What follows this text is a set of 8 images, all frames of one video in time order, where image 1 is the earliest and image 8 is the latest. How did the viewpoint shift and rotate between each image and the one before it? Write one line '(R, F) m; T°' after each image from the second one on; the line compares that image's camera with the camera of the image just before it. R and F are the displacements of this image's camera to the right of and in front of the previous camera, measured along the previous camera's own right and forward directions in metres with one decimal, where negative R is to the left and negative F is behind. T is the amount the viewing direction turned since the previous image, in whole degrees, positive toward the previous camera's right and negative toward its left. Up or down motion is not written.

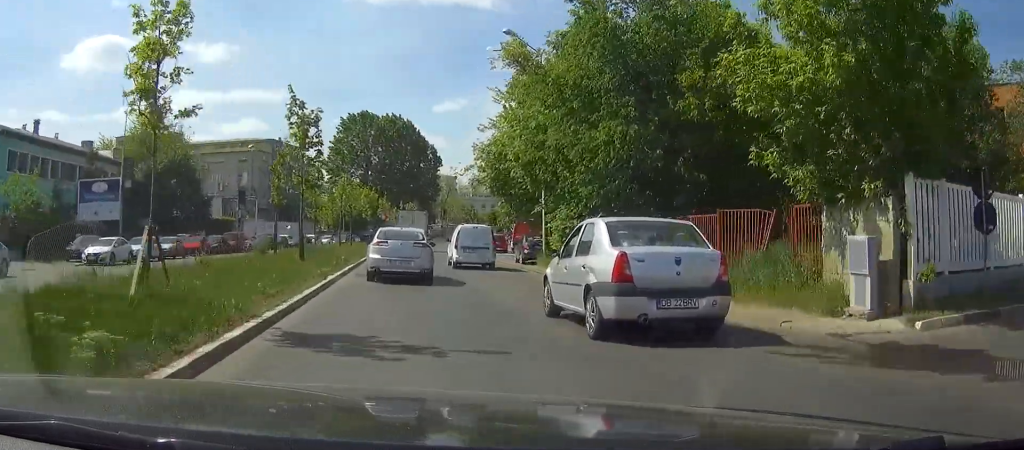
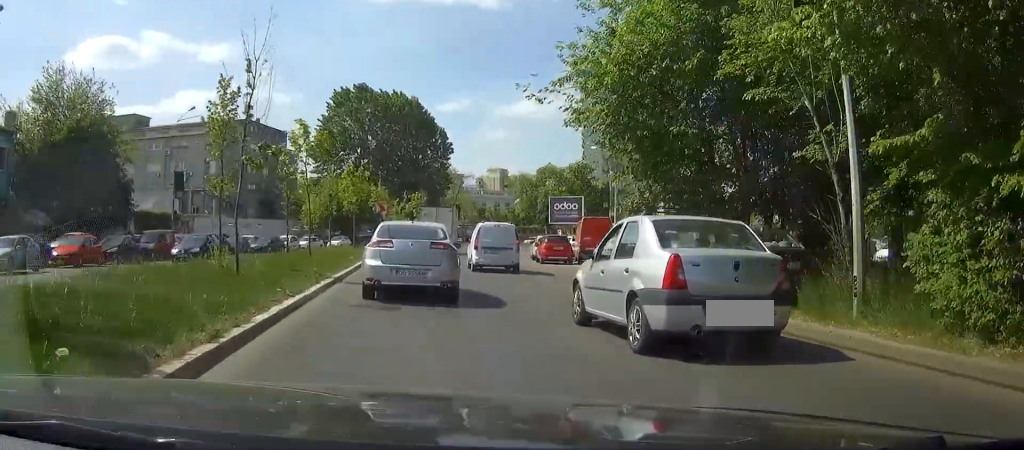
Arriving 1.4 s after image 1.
(0.0, +22.9) m; 0°
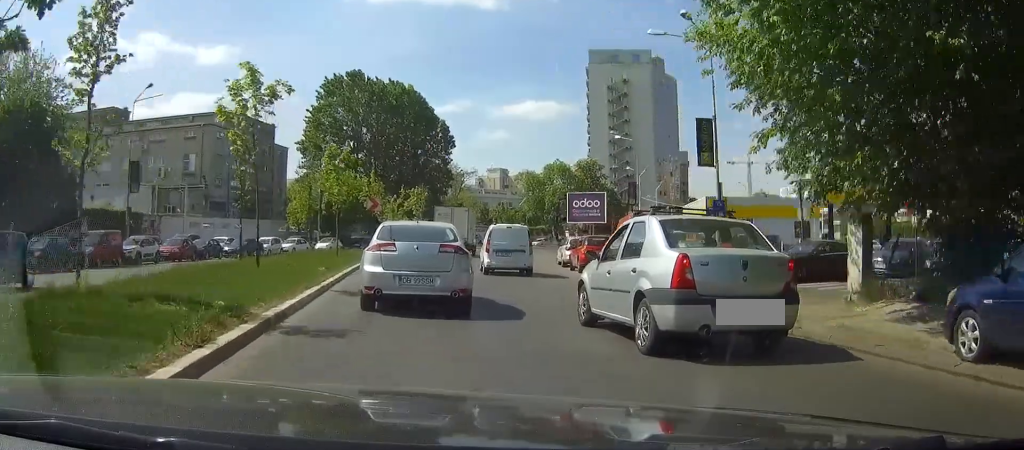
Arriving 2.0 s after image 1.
(0.0, +9.3) m; 0°
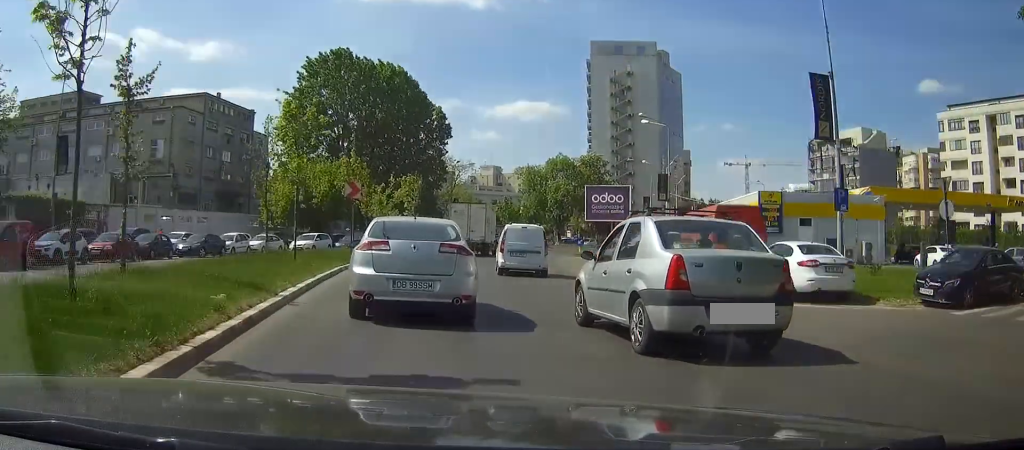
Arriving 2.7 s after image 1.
(0.0, +9.7) m; +1°
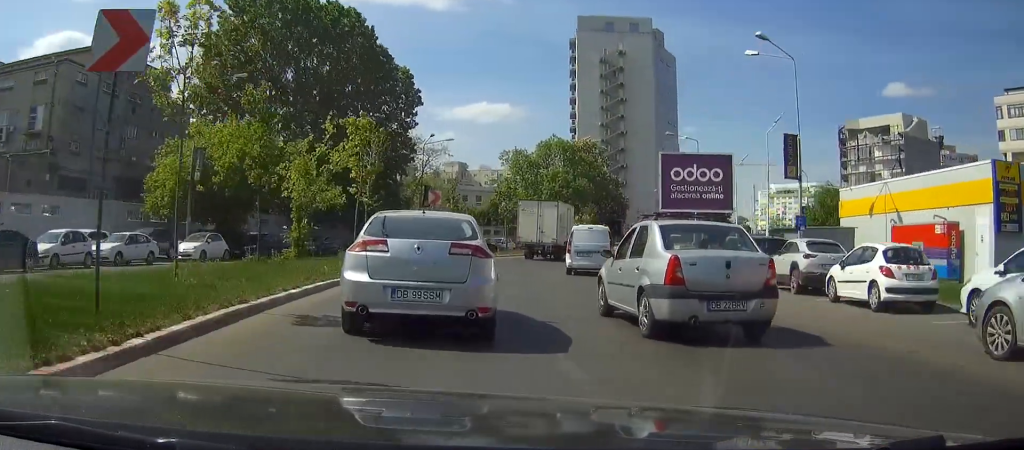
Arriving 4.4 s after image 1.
(+0.4, +23.2) m; +2°
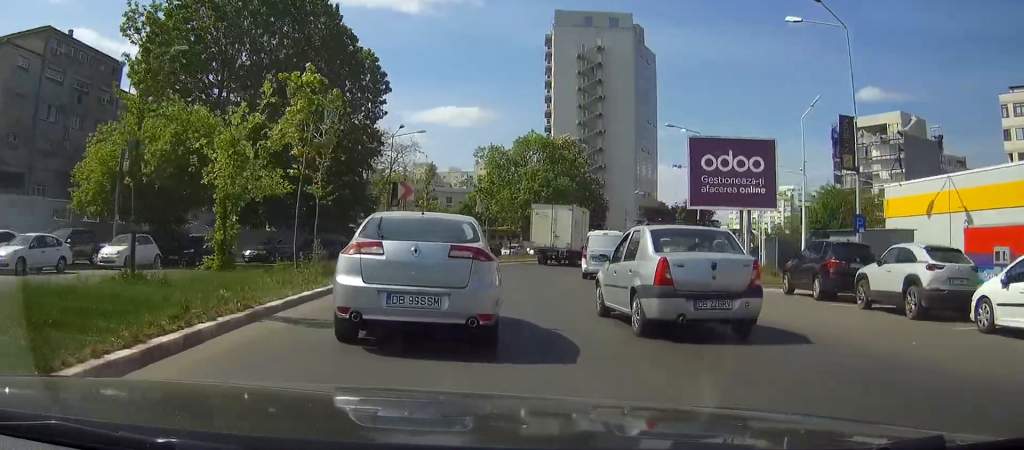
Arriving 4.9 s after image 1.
(-0.1, +6.8) m; +1°
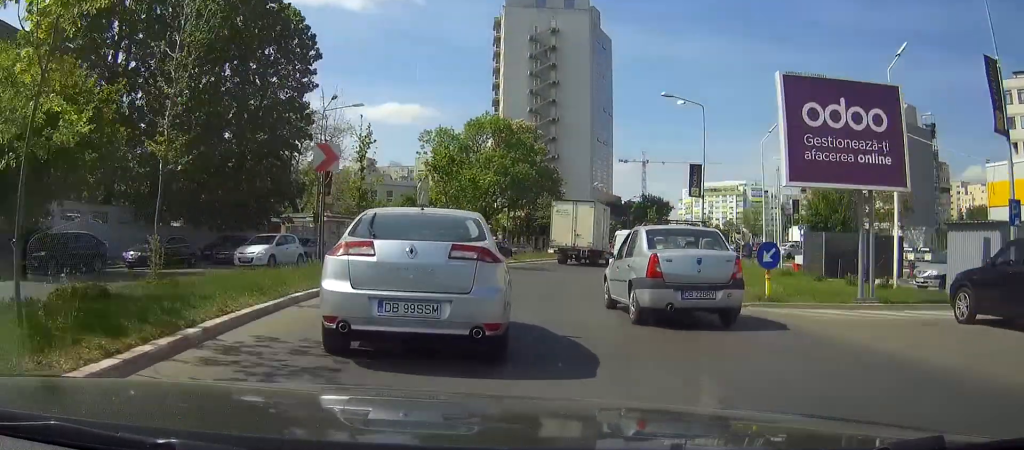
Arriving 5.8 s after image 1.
(+0.4, +10.8) m; +4°
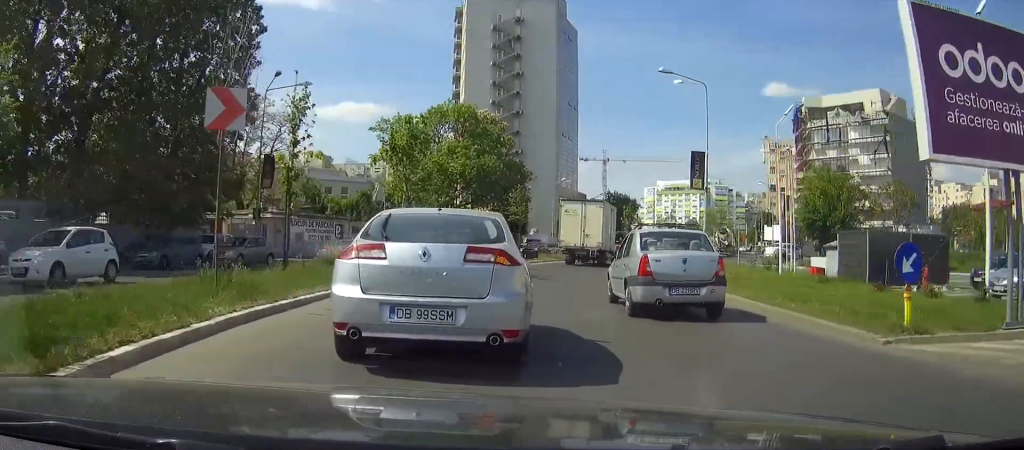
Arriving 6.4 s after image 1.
(+0.2, +6.6) m; +3°
